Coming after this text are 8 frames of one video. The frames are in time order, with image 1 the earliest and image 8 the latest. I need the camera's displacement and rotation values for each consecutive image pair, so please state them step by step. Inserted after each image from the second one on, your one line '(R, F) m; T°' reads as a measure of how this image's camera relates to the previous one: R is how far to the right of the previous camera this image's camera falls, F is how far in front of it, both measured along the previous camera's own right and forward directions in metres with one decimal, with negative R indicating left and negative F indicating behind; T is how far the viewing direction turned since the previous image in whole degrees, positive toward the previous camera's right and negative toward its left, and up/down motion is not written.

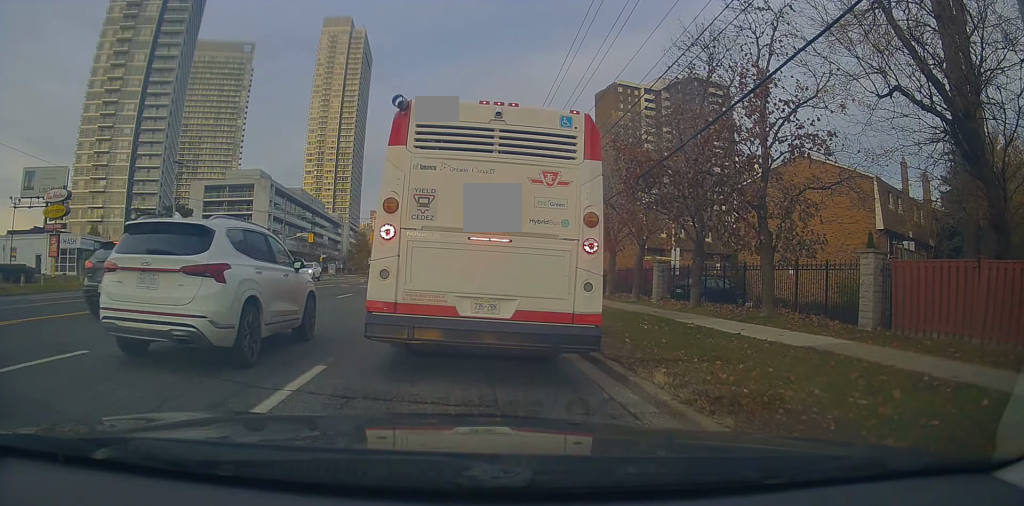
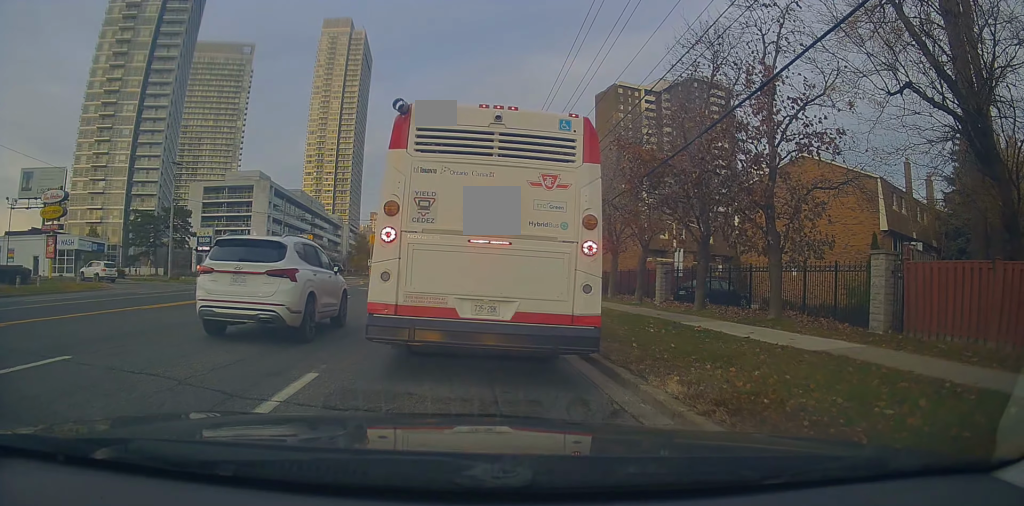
(+0.2, +0.6) m; 0°
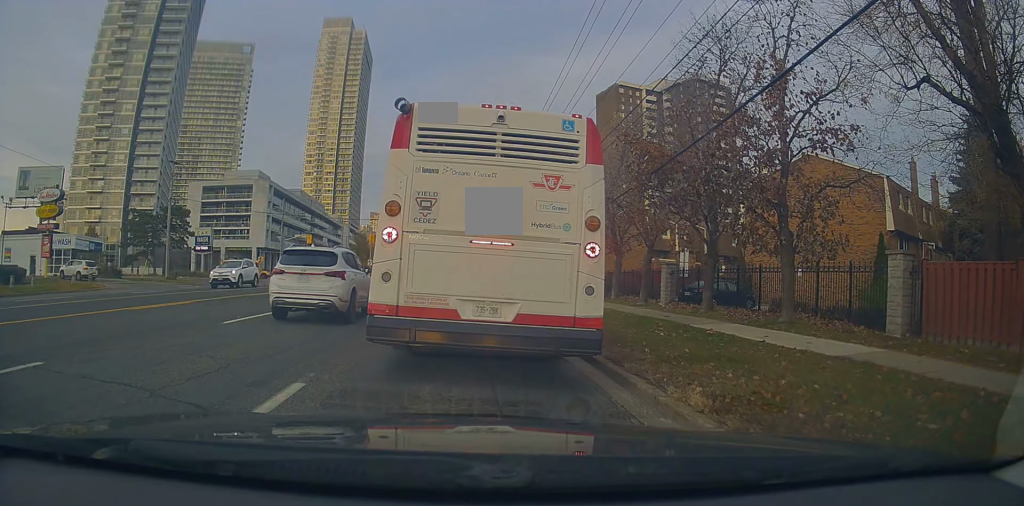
(+0.2, +0.8) m; 0°
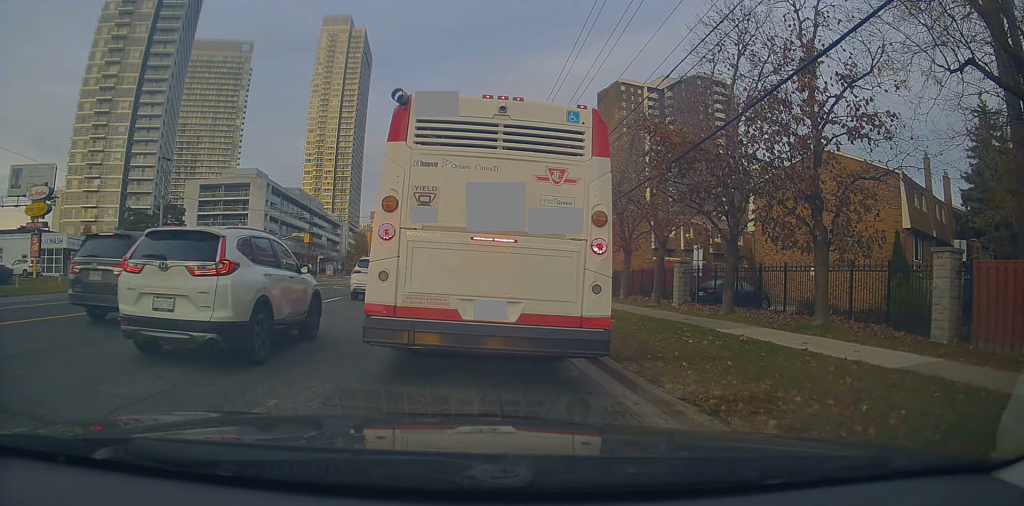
(-0.2, +1.5) m; 0°
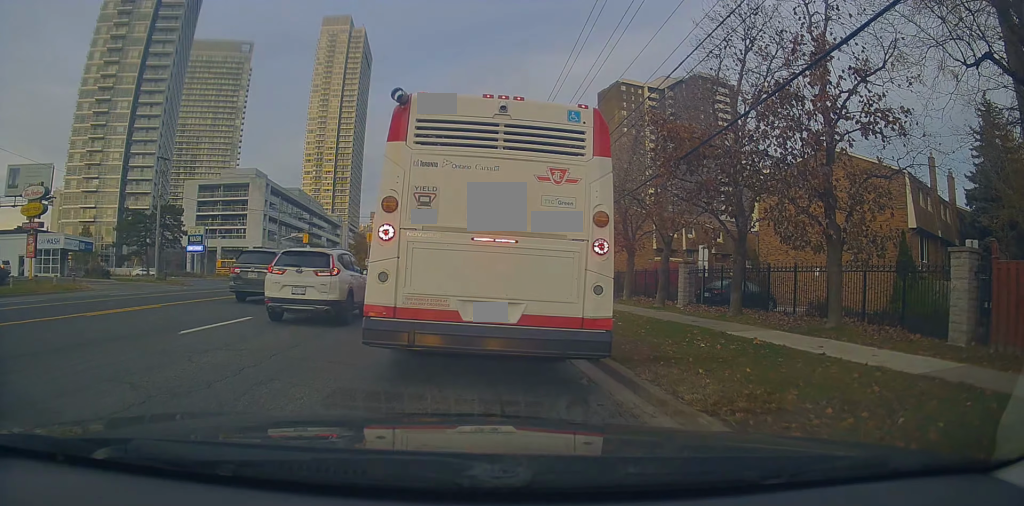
(-0.2, +0.8) m; 0°
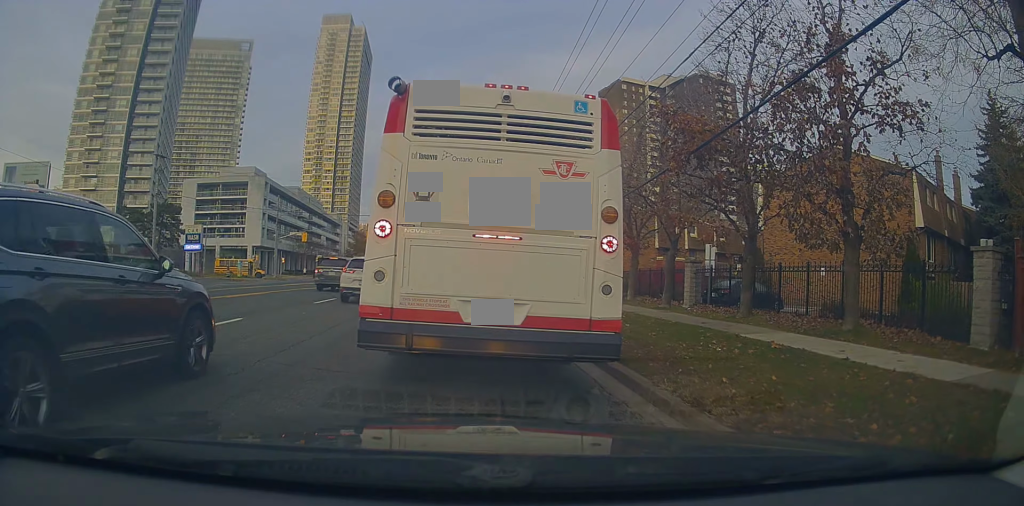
(-0.2, +0.8) m; 0°
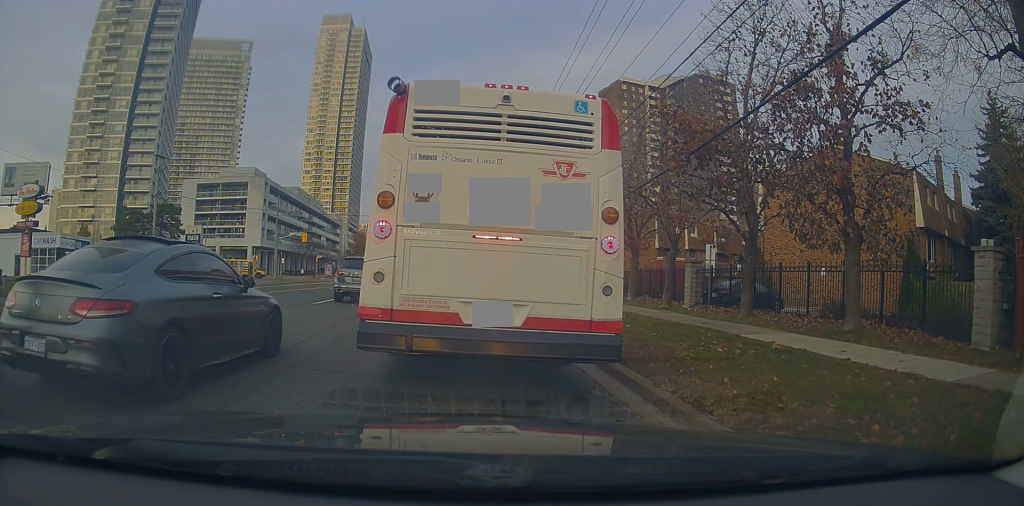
(+0.1, +0.5) m; 0°
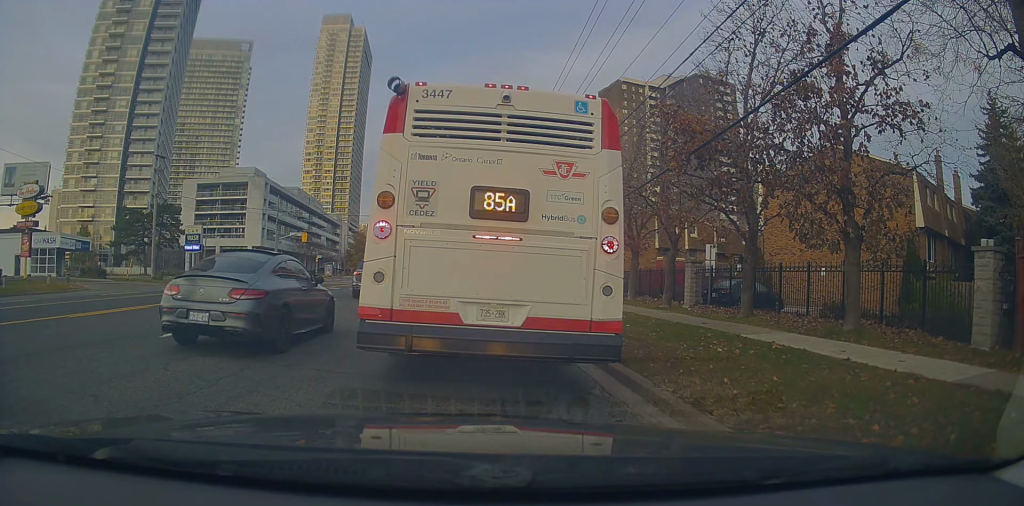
(0.0, 0.0) m; 0°
